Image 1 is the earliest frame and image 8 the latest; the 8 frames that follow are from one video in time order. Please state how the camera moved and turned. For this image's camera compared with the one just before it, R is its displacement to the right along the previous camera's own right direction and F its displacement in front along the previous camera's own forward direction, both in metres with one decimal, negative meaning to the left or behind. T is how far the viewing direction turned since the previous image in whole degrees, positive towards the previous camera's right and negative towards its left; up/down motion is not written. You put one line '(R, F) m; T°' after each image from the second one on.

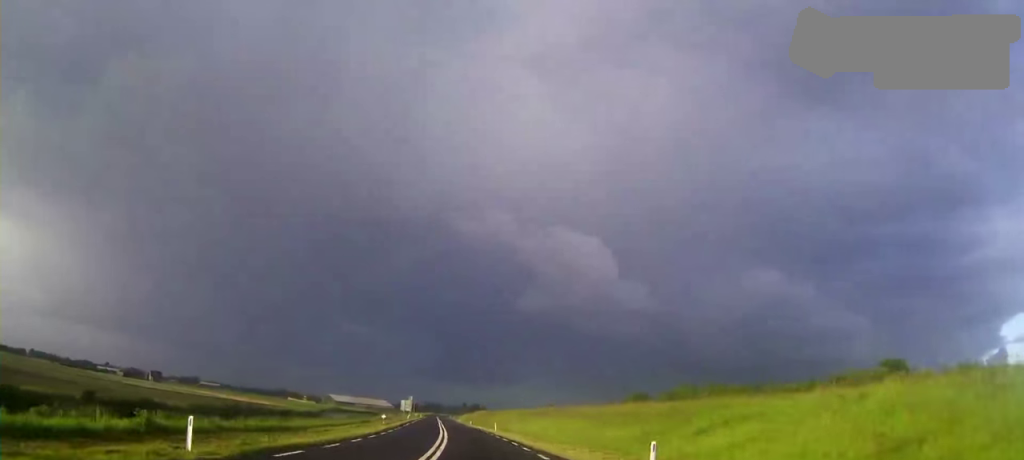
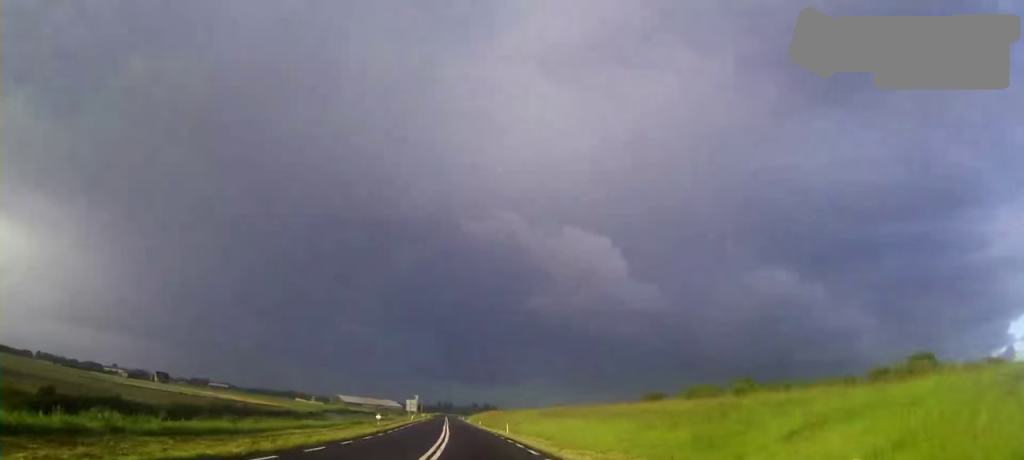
(-0.1, +8.5) m; -1°
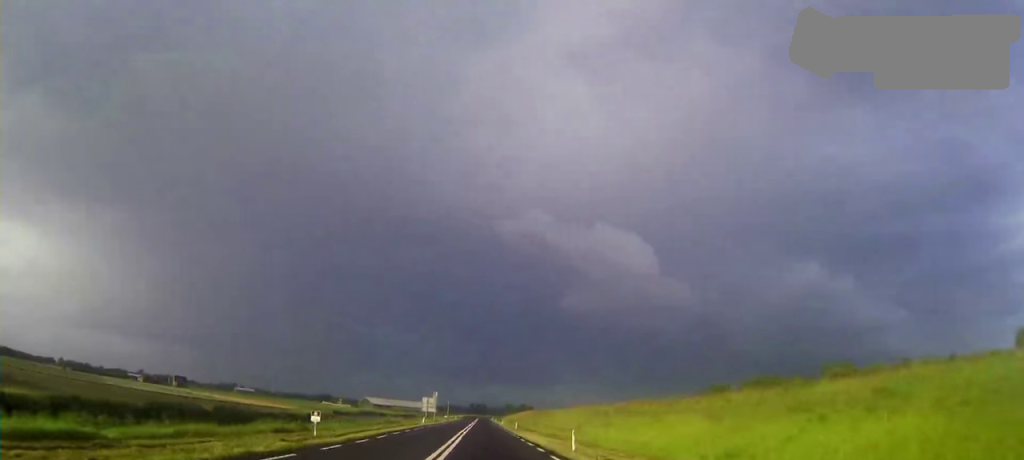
(-0.8, +27.4) m; -3°
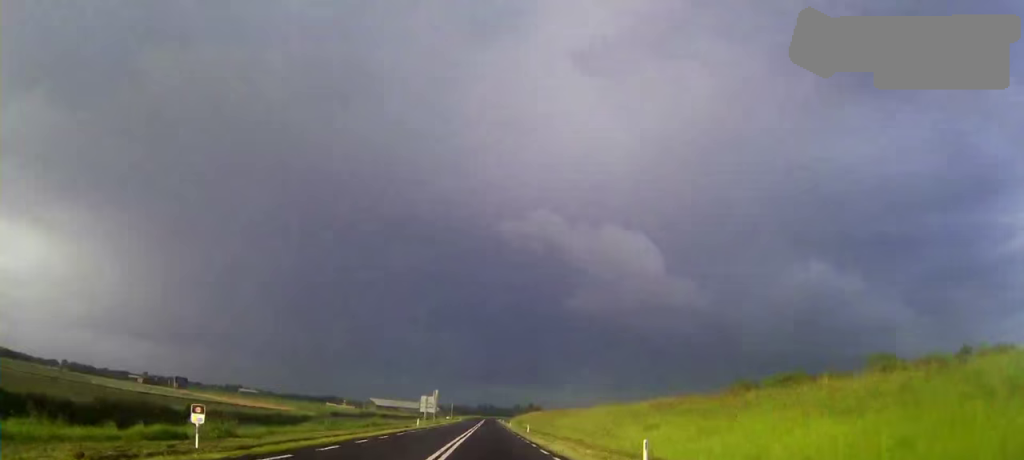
(-0.1, +11.9) m; -1°
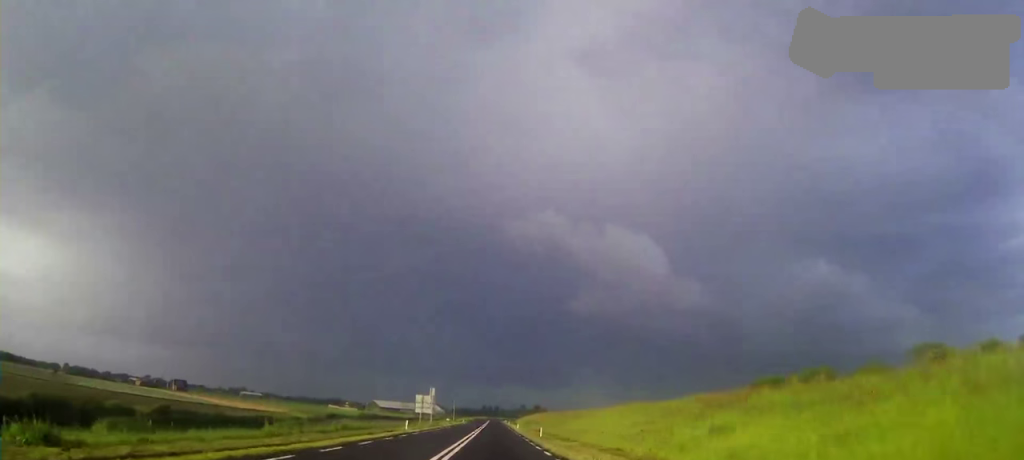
(-0.1, +11.3) m; -1°
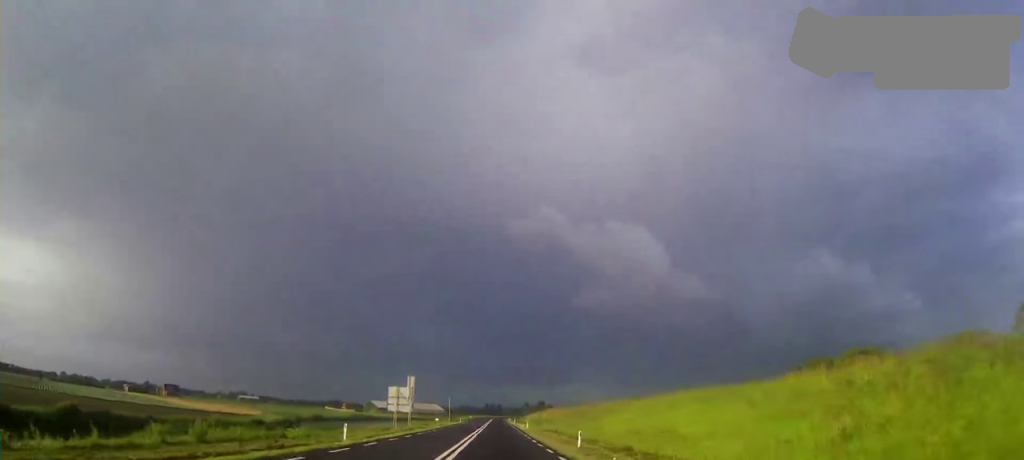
(-0.2, +22.9) m; -1°
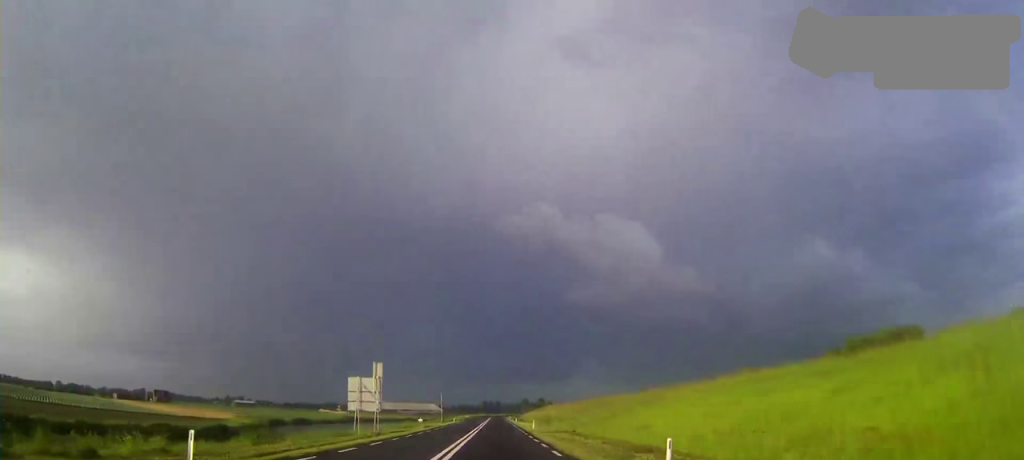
(0.0, +15.7) m; 0°
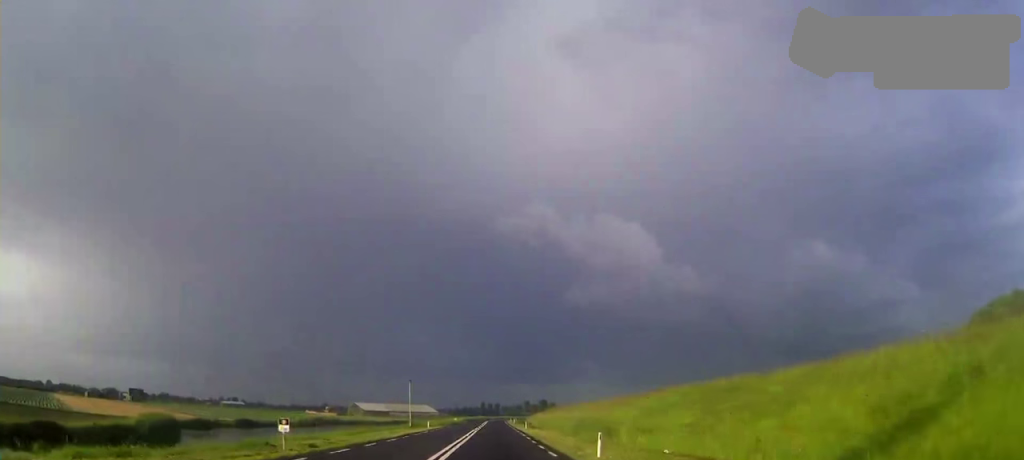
(0.0, +41.8) m; 0°
